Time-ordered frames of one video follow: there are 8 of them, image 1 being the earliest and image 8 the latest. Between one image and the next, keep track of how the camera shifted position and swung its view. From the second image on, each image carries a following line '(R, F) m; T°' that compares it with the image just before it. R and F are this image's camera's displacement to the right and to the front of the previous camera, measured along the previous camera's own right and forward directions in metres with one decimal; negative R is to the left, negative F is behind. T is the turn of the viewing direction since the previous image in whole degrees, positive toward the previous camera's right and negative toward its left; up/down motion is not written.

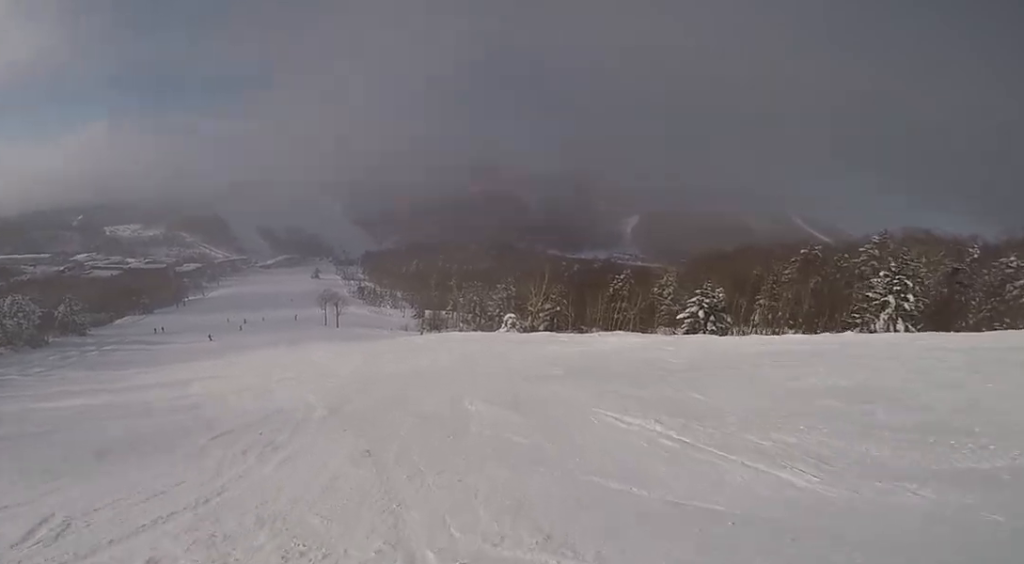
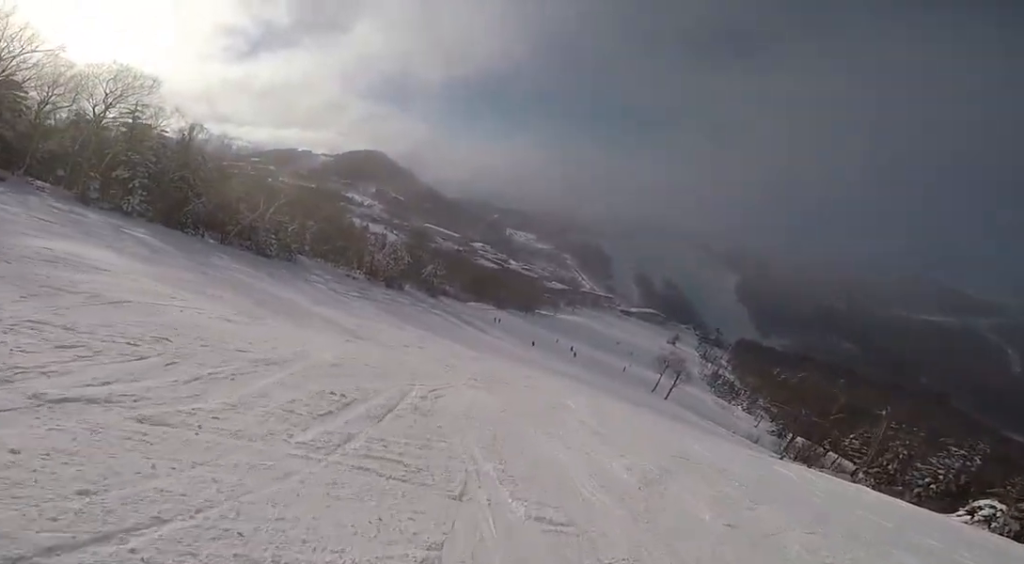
(-3.1, +12.9) m; -28°
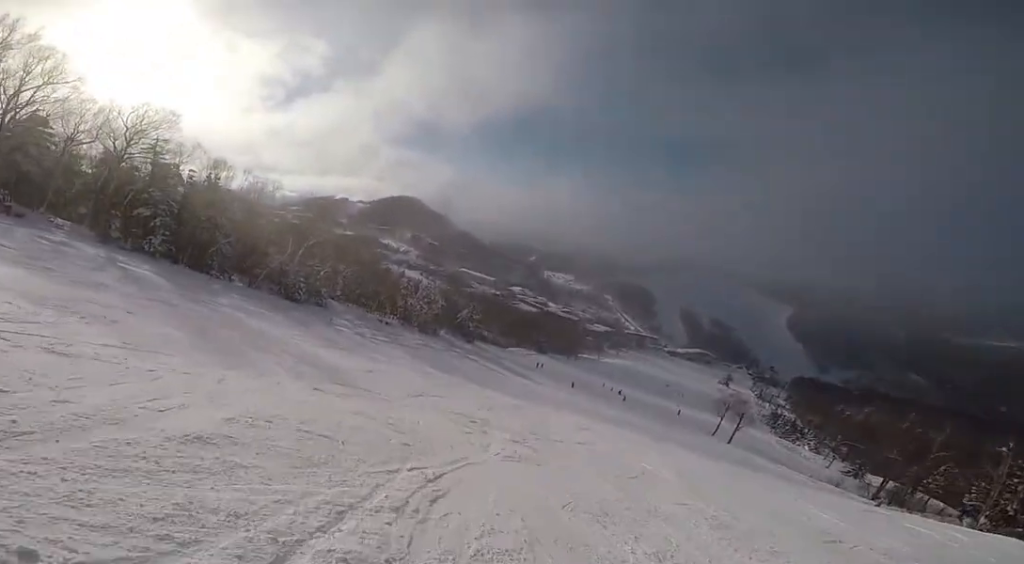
(-0.5, +3.7) m; -5°
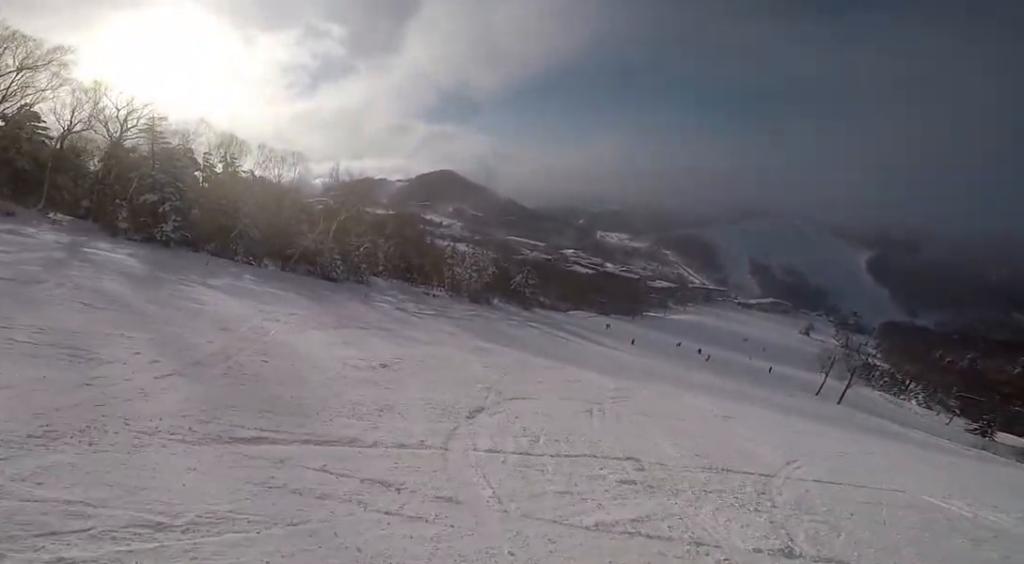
(-0.3, +6.3) m; -2°
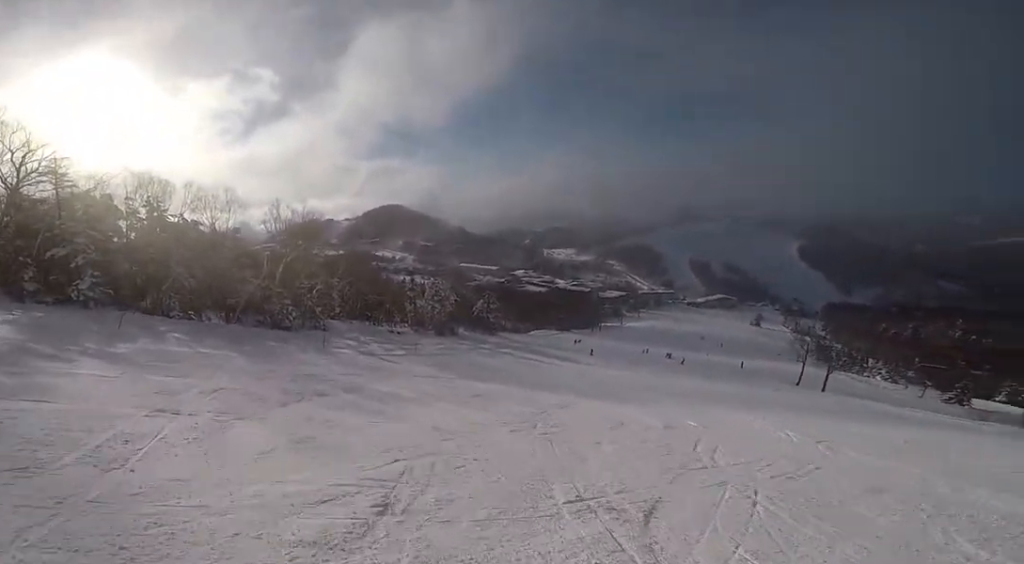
(0.0, +5.0) m; +3°
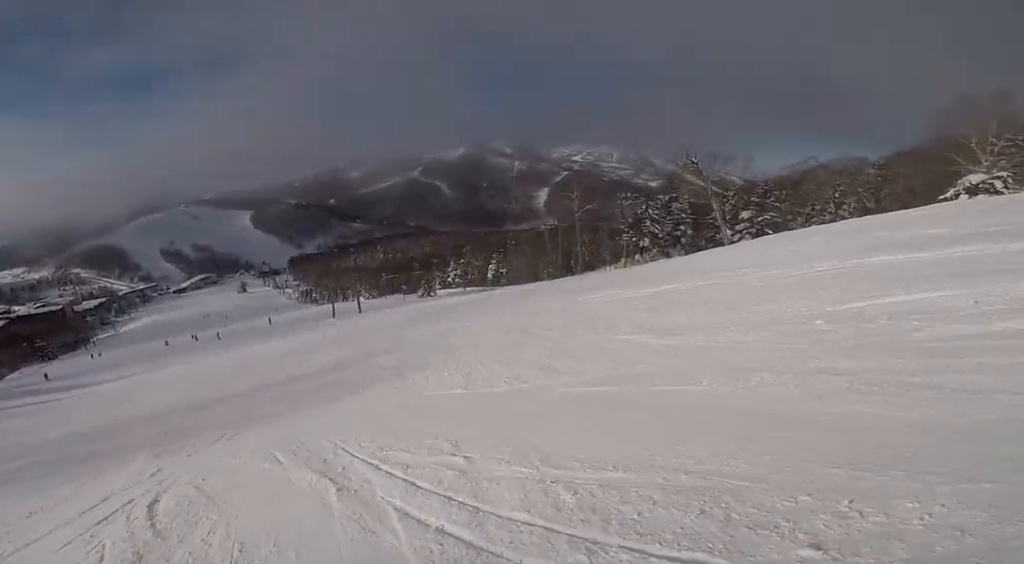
(+5.9, +14.6) m; +44°
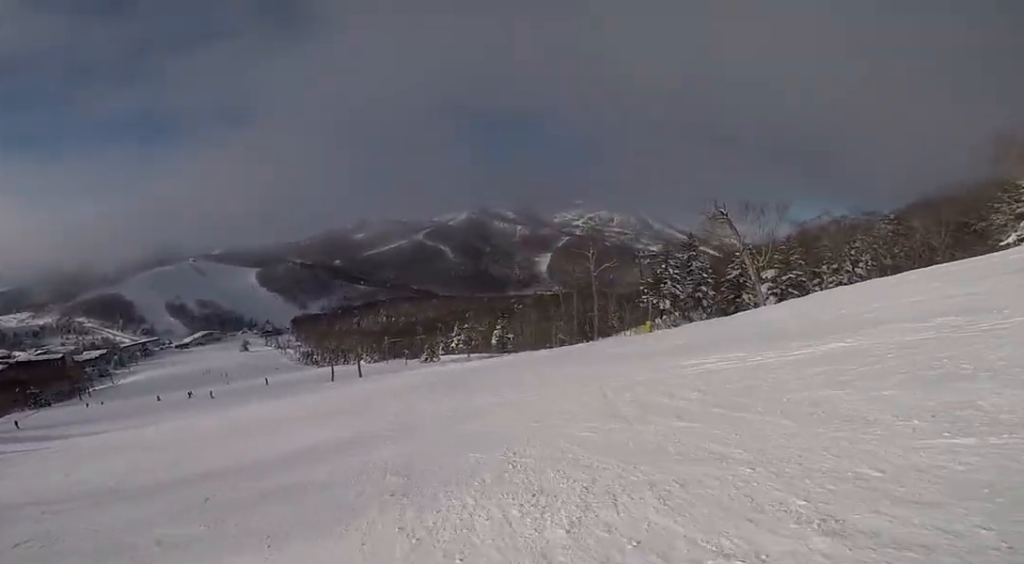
(+0.9, +3.7) m; 0°
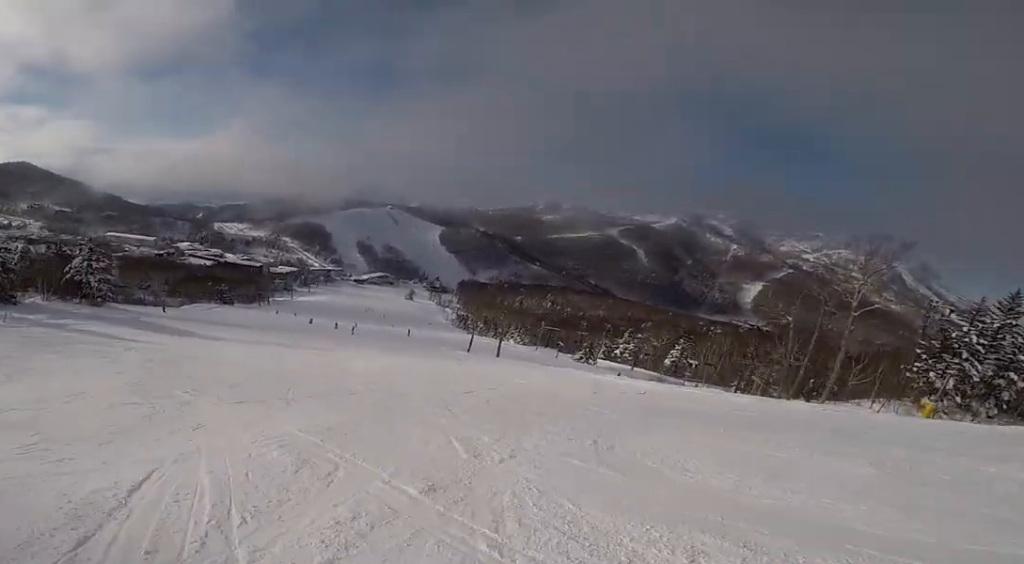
(-1.2, +7.5) m; -17°
